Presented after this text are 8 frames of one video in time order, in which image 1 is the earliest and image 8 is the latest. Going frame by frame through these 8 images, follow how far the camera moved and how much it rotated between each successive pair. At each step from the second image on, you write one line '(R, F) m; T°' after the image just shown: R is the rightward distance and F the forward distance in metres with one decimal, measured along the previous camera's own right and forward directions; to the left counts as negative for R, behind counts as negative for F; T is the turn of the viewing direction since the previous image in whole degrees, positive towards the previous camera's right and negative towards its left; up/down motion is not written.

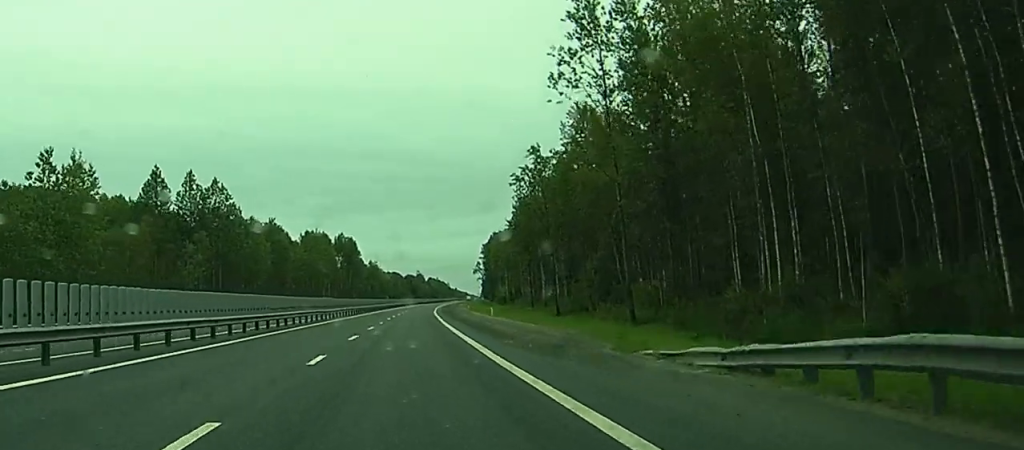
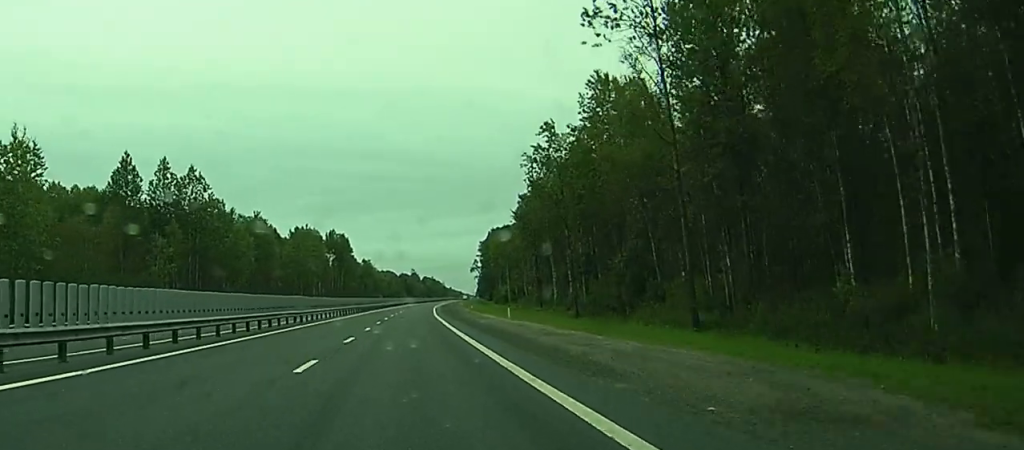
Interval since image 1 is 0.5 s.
(+0.1, +14.1) m; +1°
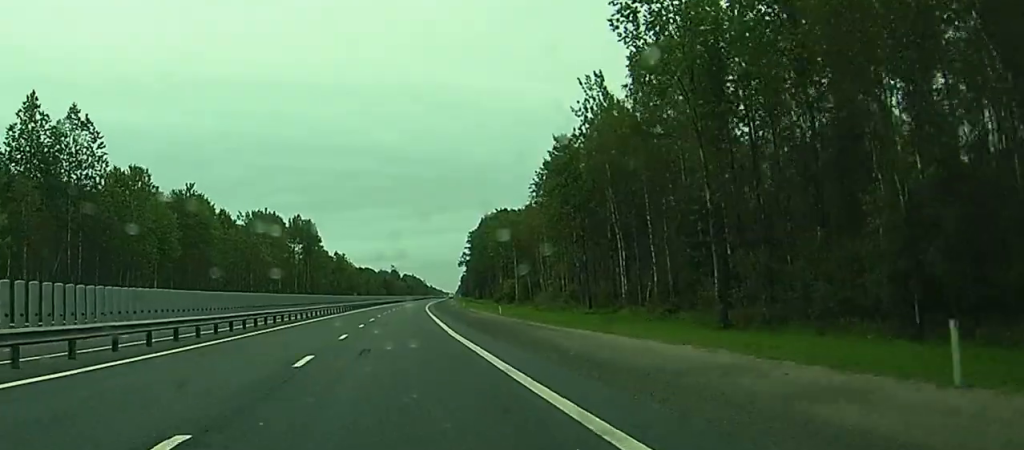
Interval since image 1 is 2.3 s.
(+0.5, +46.6) m; +1°
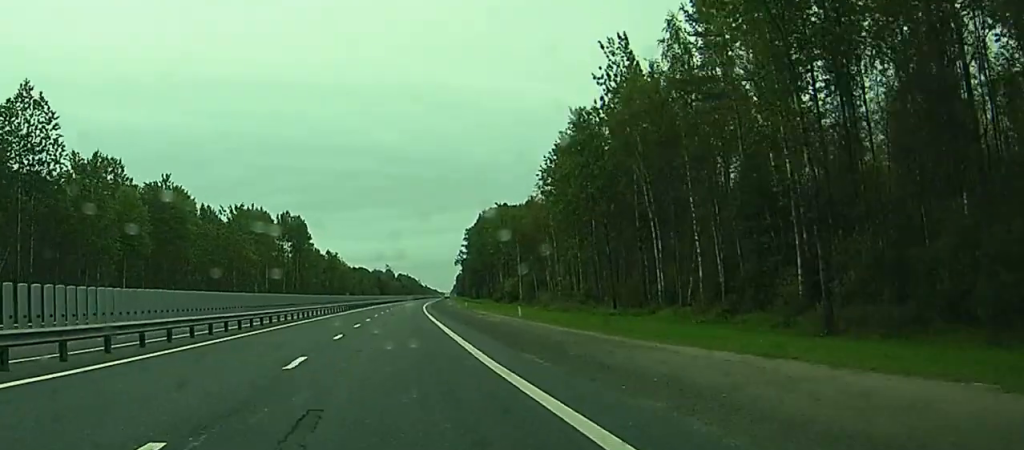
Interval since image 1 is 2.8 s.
(0.0, +12.3) m; 0°
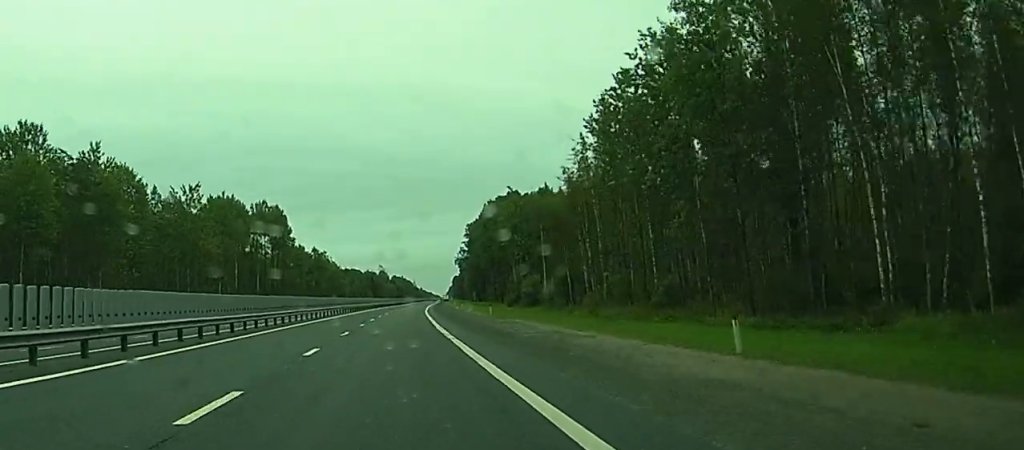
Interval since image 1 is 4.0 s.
(0.0, +31.6) m; 0°
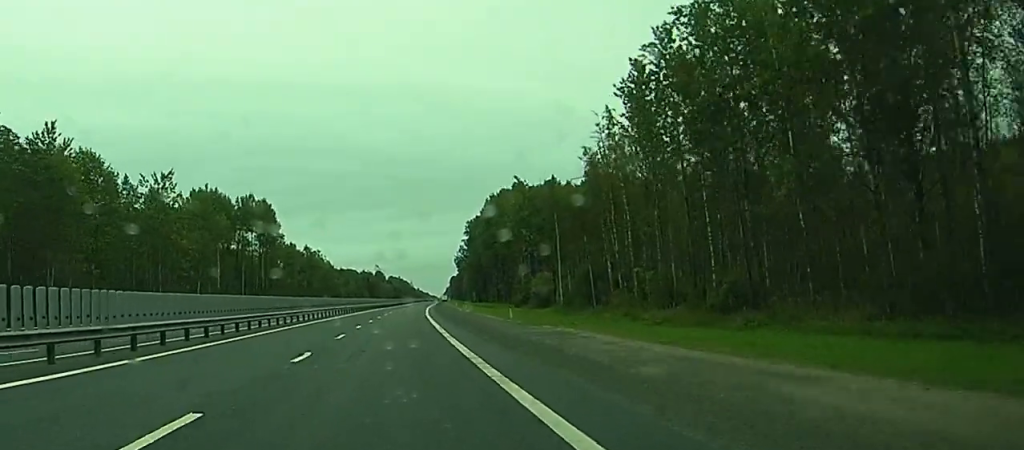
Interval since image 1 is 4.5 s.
(0.0, +14.0) m; 0°
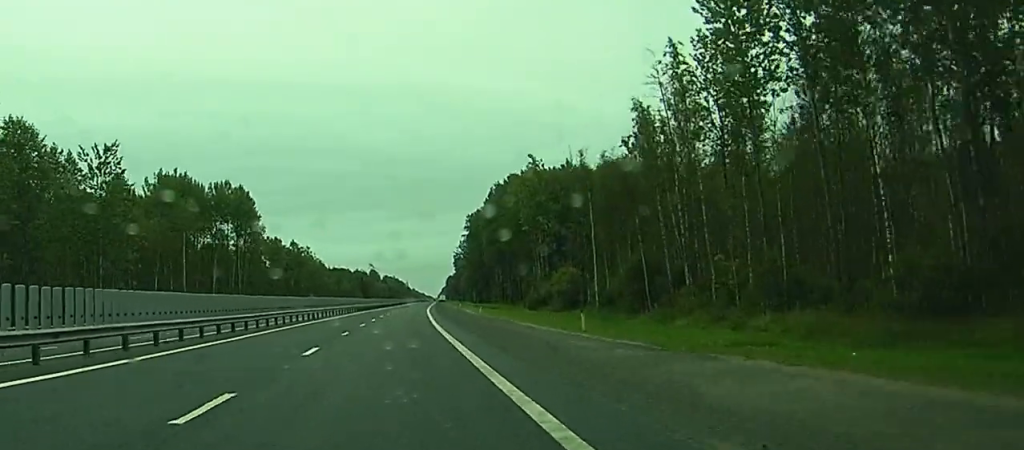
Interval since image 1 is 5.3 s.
(+0.2, +21.9) m; +1°
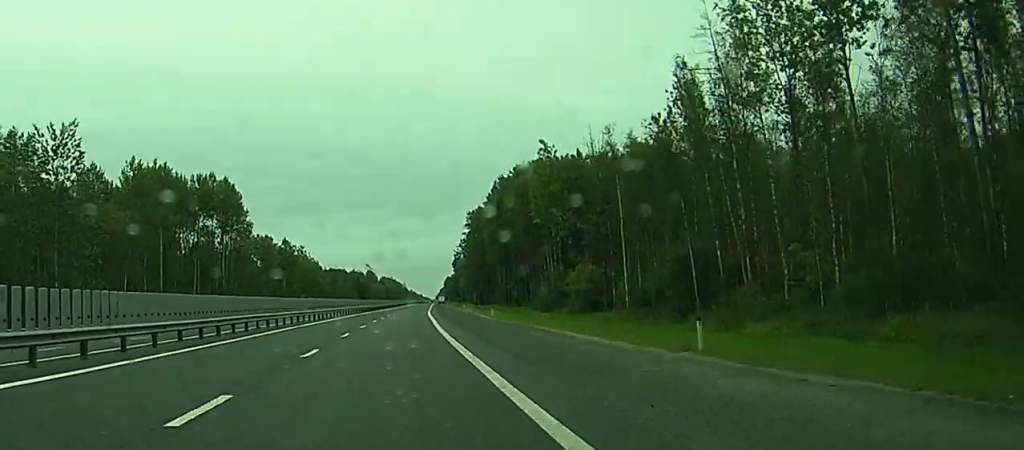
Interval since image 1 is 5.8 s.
(+0.1, +12.2) m; 0°
